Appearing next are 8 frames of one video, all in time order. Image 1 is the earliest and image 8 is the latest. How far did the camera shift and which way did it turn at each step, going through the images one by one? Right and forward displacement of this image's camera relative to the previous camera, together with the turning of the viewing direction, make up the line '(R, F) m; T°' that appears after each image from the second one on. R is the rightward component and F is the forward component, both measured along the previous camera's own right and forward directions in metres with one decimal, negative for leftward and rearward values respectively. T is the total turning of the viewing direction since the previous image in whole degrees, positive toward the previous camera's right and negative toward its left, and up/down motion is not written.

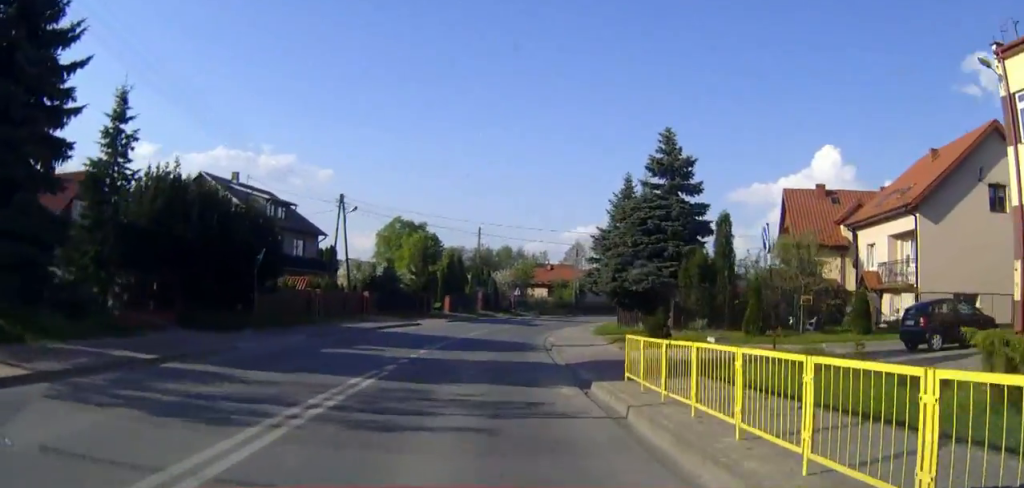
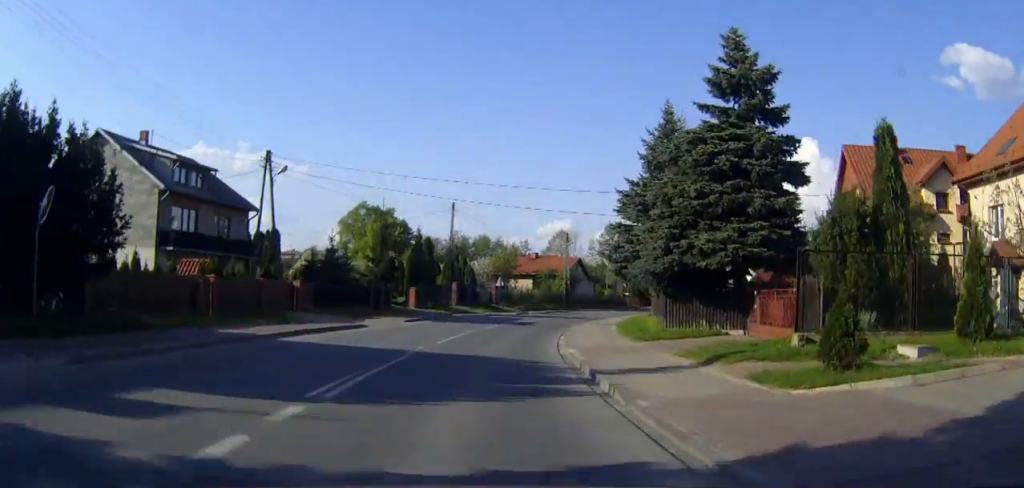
(+0.2, +13.6) m; +2°
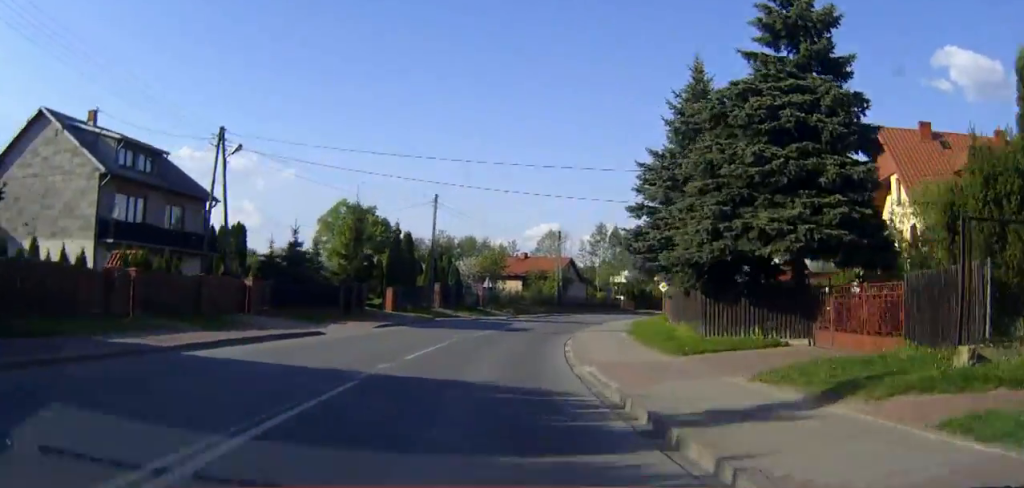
(0.0, +5.7) m; +1°
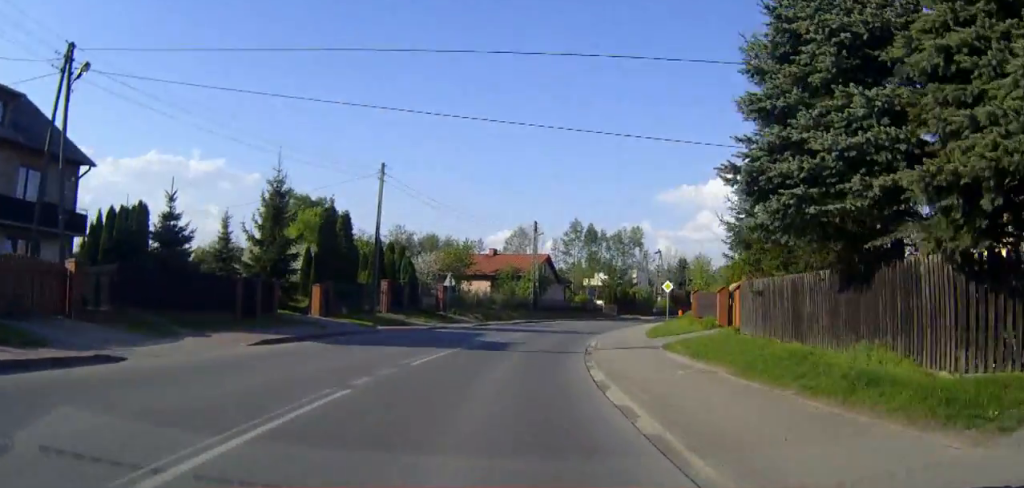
(+0.2, +12.3) m; +2°
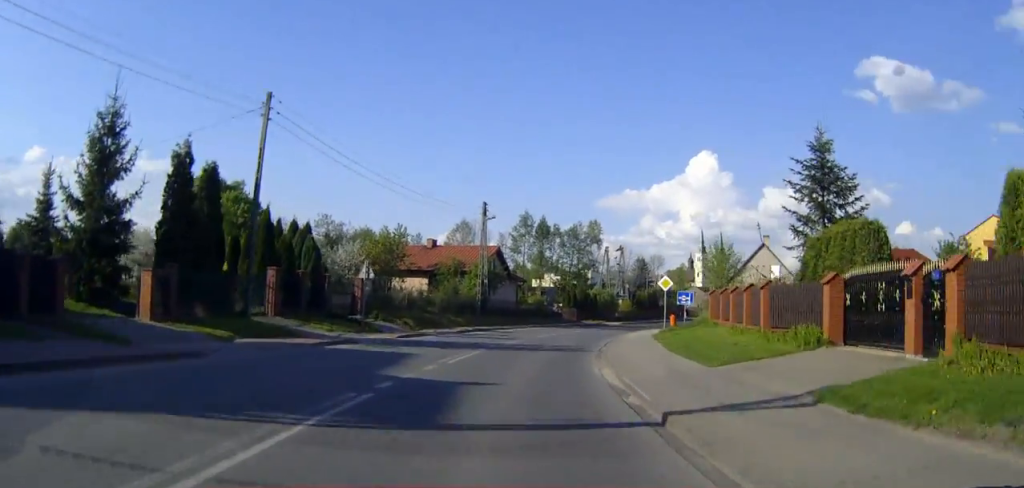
(+0.4, +13.4) m; +4°
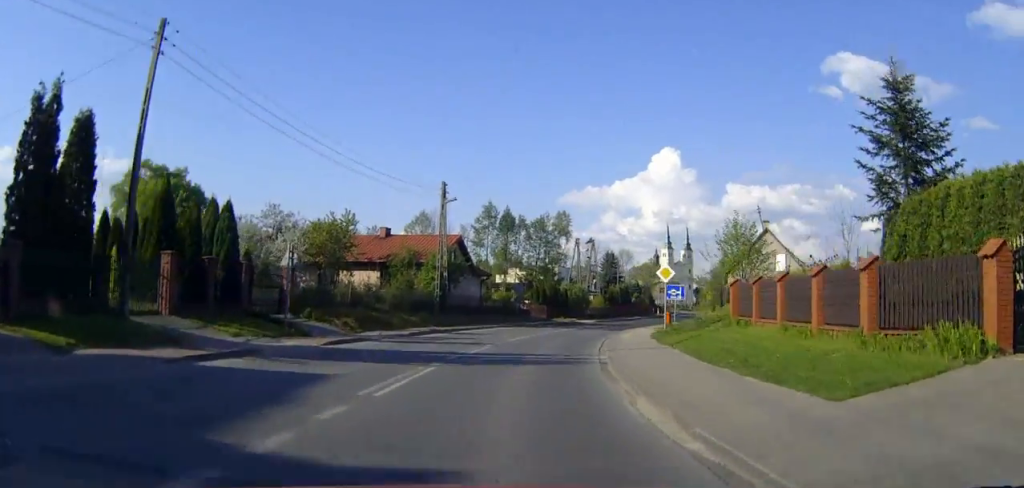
(+0.1, +7.3) m; +3°
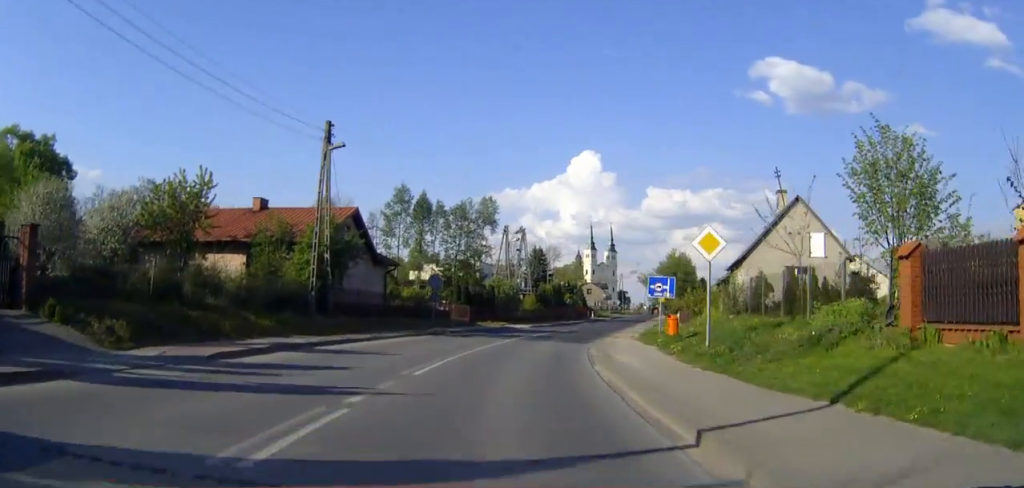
(+0.8, +14.7) m; +6°
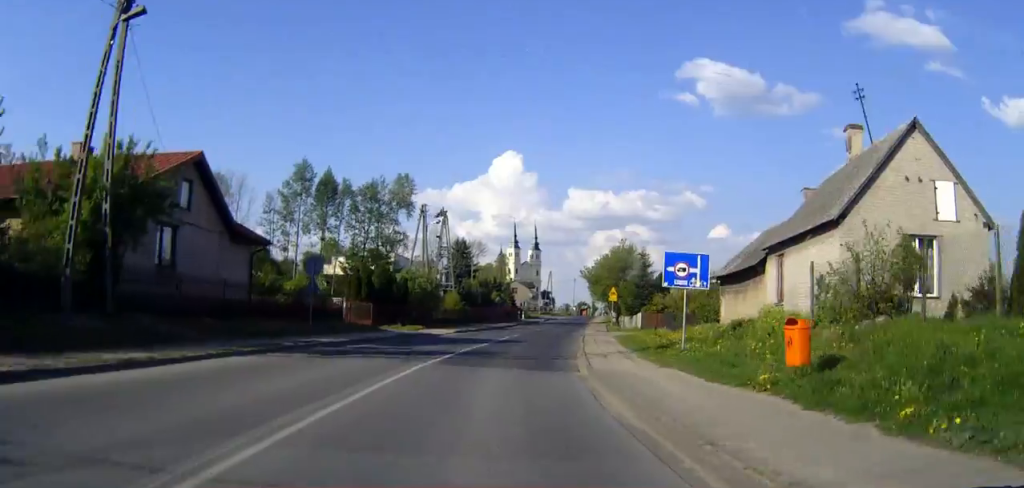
(+0.7, +14.2) m; +6°
